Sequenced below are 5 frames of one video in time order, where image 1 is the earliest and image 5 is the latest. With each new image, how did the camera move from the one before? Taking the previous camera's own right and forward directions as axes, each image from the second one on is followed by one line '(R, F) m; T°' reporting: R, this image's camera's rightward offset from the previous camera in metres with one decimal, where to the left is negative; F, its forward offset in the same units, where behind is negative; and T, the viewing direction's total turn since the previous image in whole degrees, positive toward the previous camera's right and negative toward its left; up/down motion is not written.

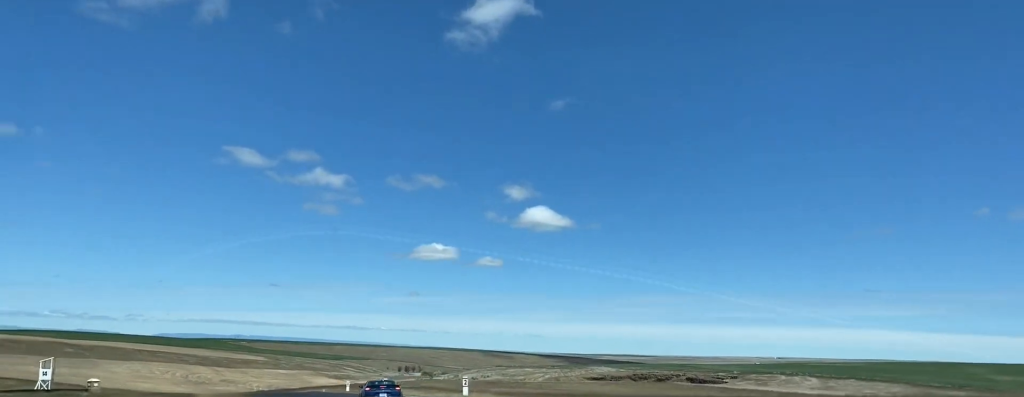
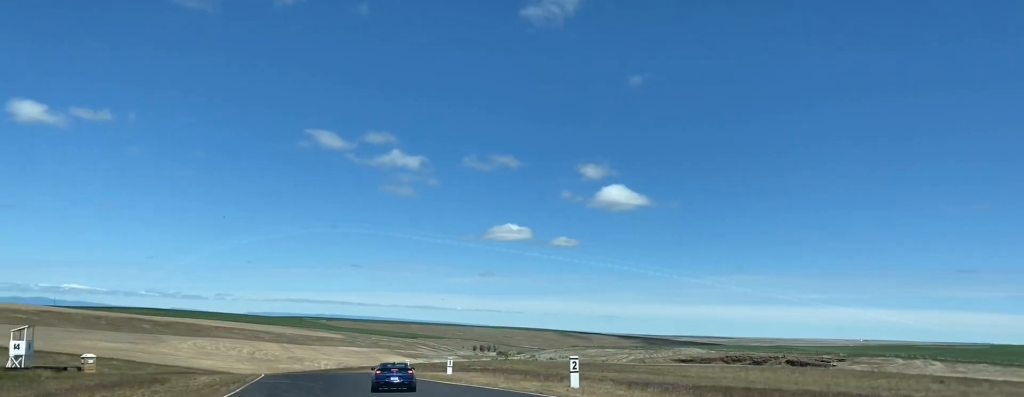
(-3.3, +26.9) m; -7°
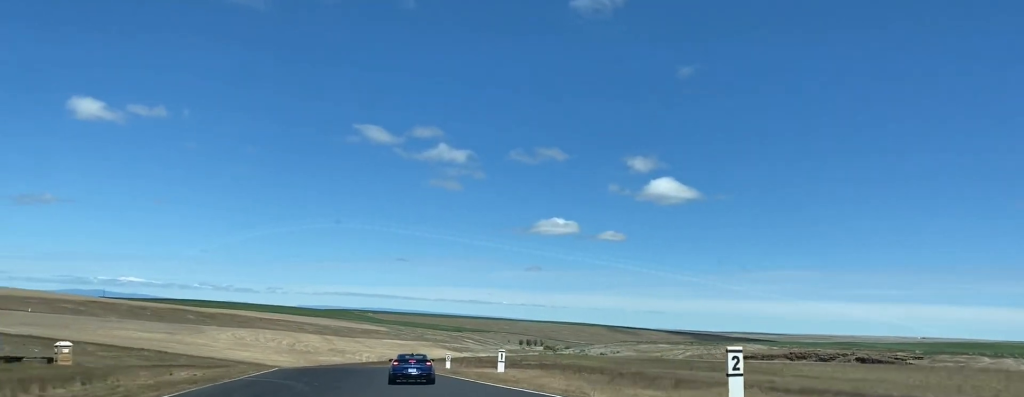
(-0.3, +16.8) m; -2°
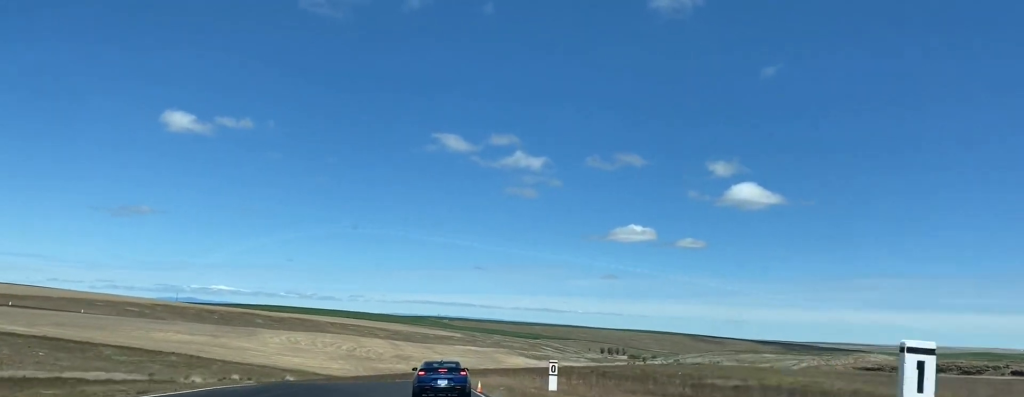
(-1.1, +40.5) m; -3°
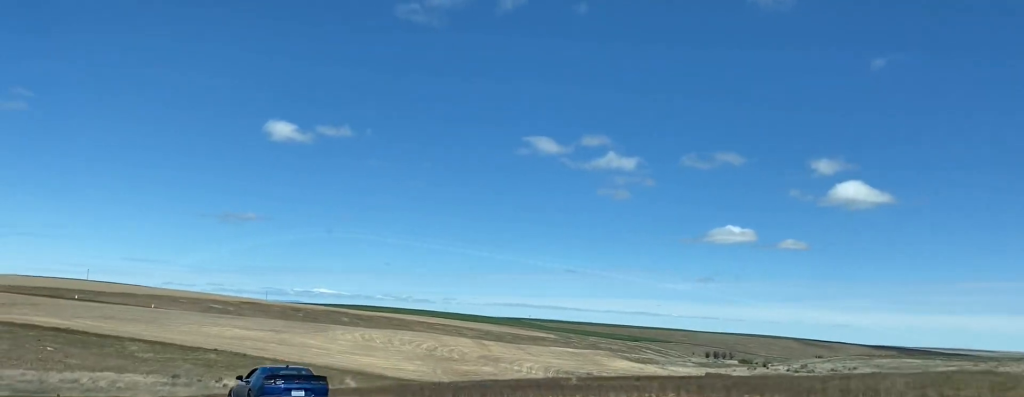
(-2.2, +40.8) m; -10°
